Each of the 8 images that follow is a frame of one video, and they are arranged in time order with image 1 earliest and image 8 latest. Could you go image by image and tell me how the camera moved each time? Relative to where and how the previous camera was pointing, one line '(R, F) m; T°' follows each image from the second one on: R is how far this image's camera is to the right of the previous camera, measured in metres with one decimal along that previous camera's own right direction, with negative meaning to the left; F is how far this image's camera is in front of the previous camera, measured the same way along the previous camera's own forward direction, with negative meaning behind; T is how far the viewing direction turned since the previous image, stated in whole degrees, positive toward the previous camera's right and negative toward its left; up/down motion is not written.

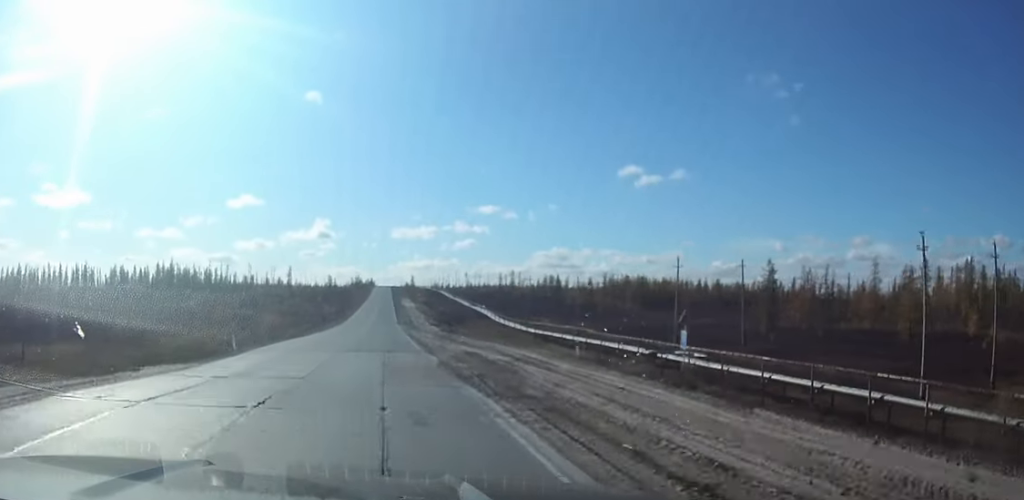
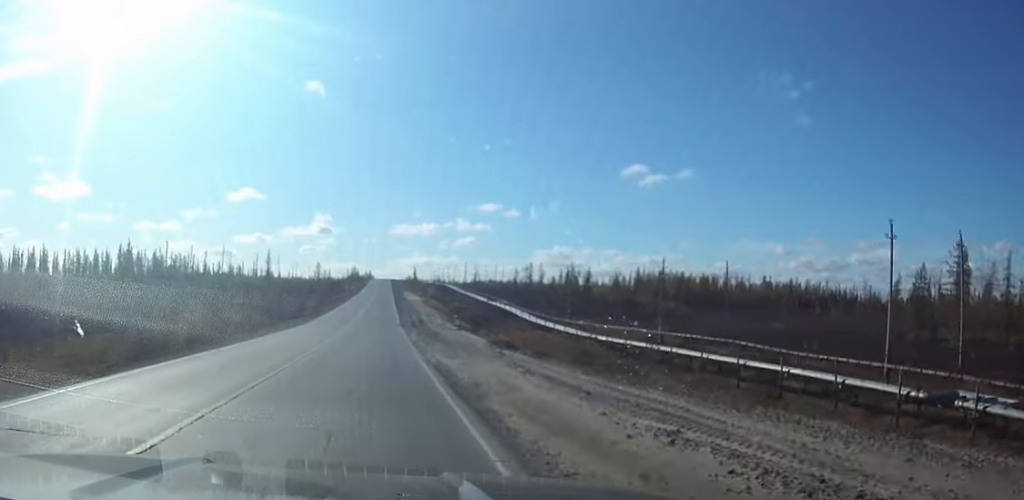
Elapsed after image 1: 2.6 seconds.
(-0.2, +40.9) m; -1°
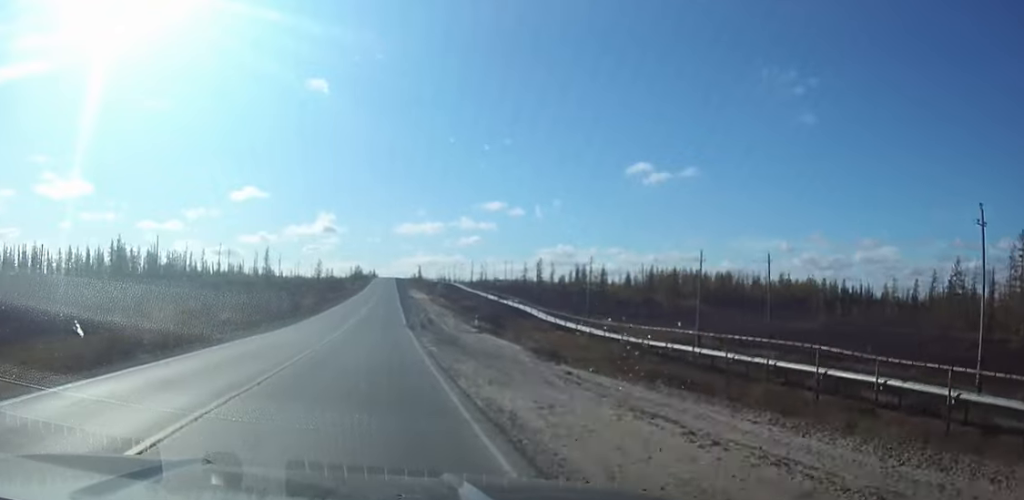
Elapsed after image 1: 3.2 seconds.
(0.0, +9.4) m; 0°
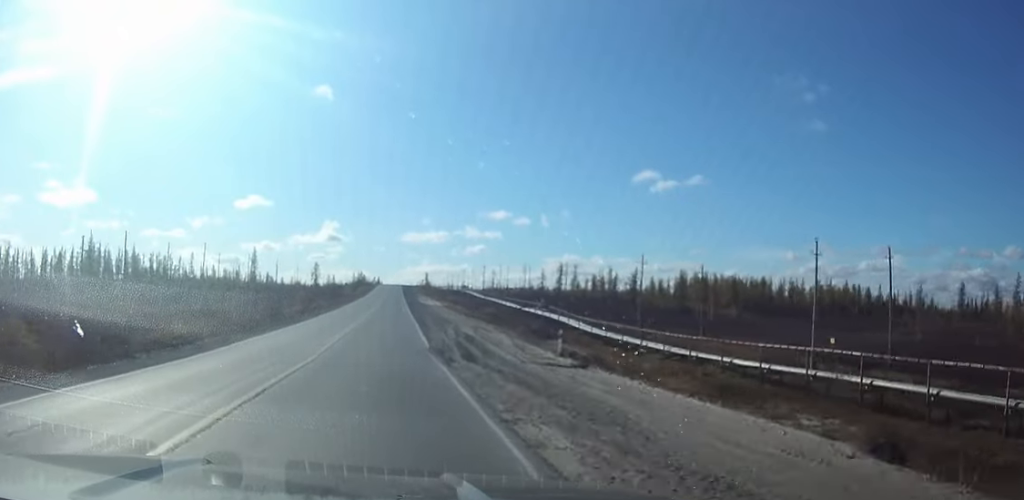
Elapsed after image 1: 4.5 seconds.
(0.0, +22.7) m; 0°
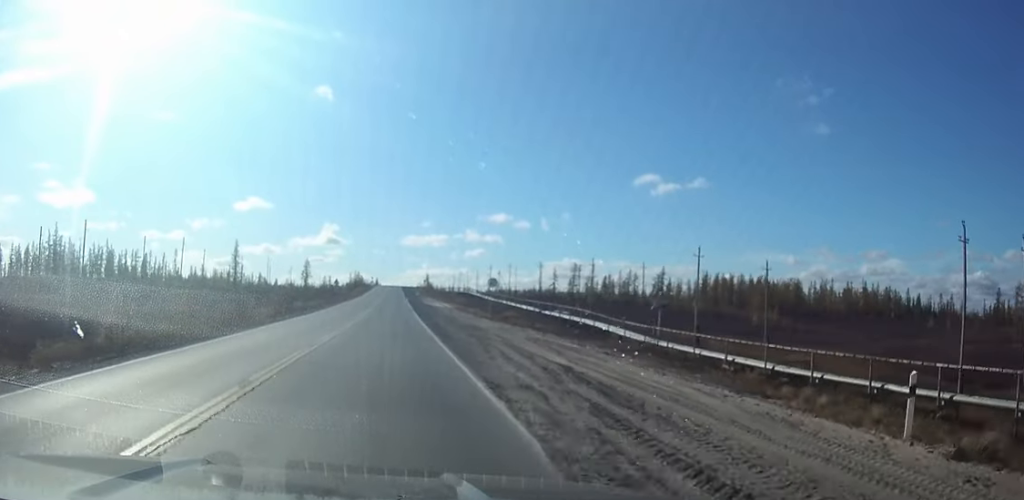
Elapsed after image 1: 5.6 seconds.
(+0.1, +18.6) m; 0°
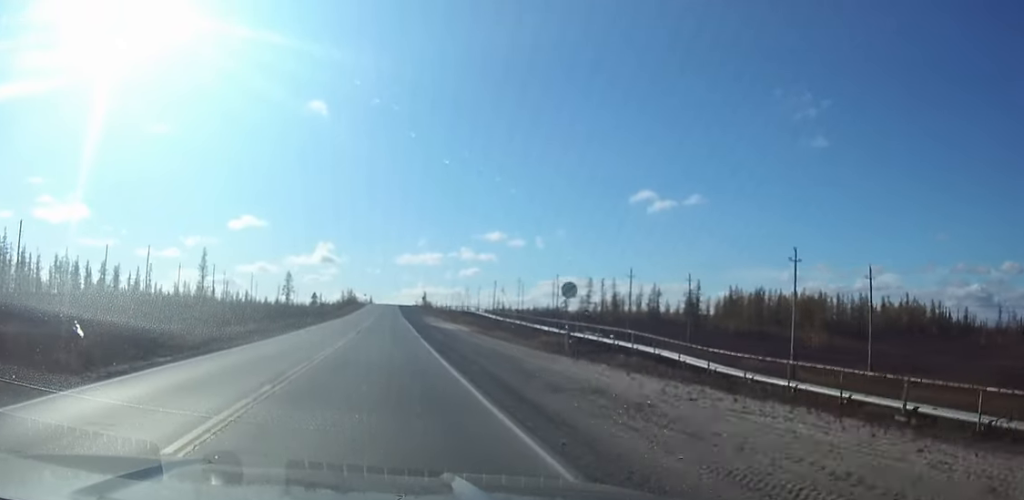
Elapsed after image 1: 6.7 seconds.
(0.0, +21.2) m; 0°
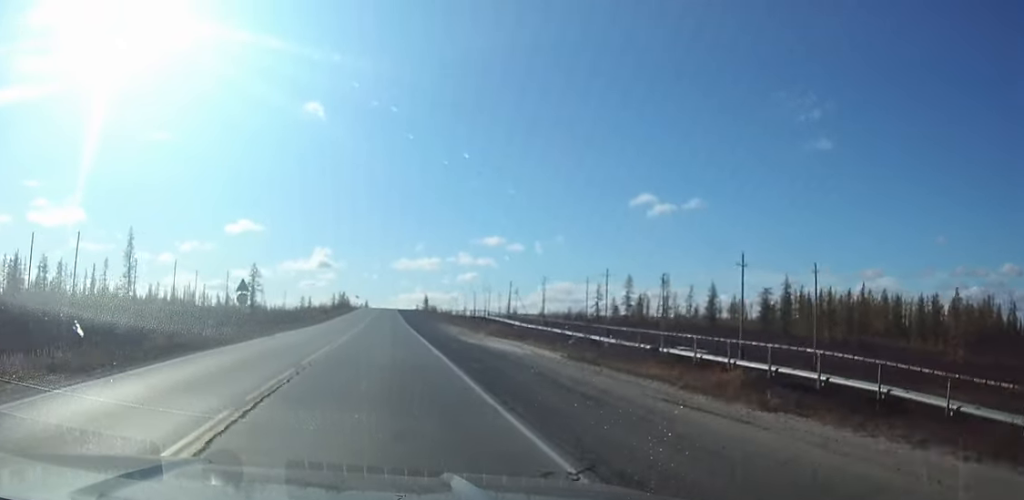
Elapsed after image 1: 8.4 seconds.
(+0.1, +34.6) m; 0°
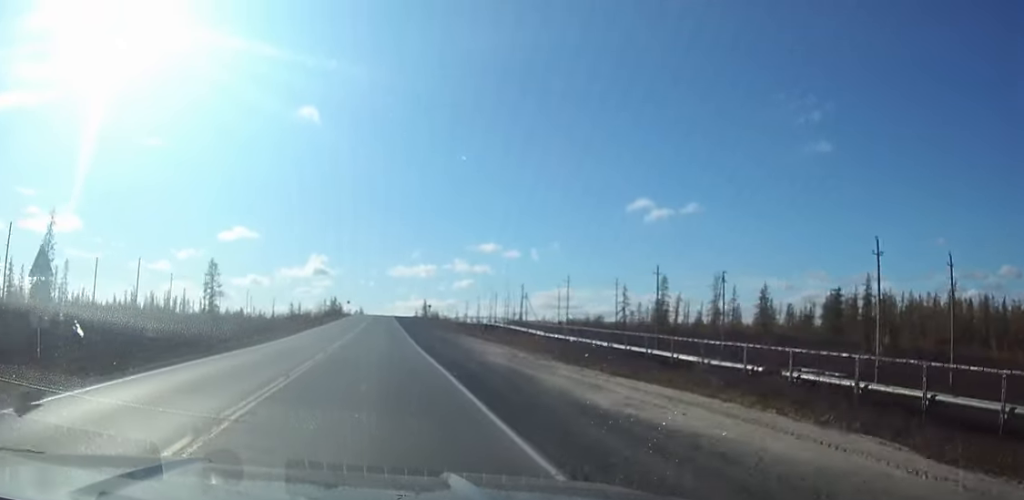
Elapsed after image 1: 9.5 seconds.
(0.0, +22.8) m; 0°
